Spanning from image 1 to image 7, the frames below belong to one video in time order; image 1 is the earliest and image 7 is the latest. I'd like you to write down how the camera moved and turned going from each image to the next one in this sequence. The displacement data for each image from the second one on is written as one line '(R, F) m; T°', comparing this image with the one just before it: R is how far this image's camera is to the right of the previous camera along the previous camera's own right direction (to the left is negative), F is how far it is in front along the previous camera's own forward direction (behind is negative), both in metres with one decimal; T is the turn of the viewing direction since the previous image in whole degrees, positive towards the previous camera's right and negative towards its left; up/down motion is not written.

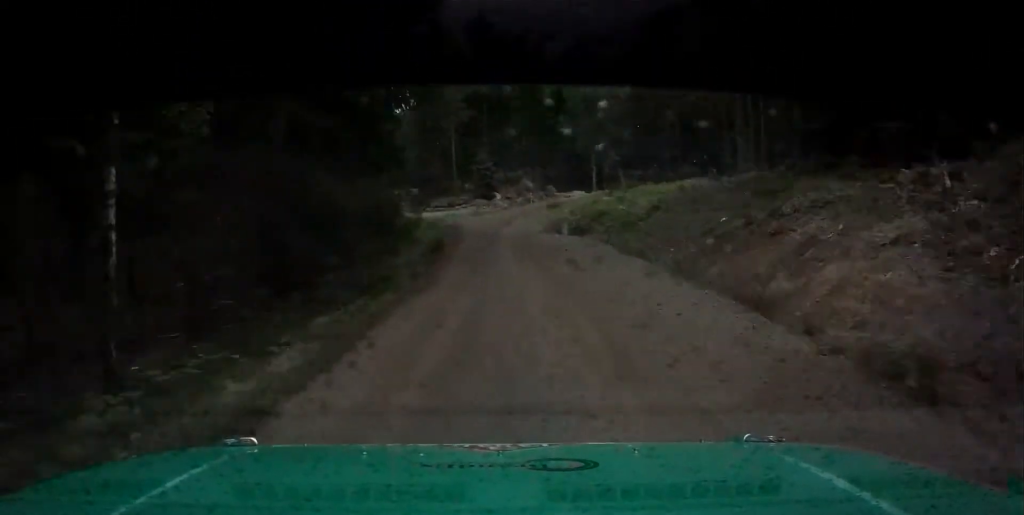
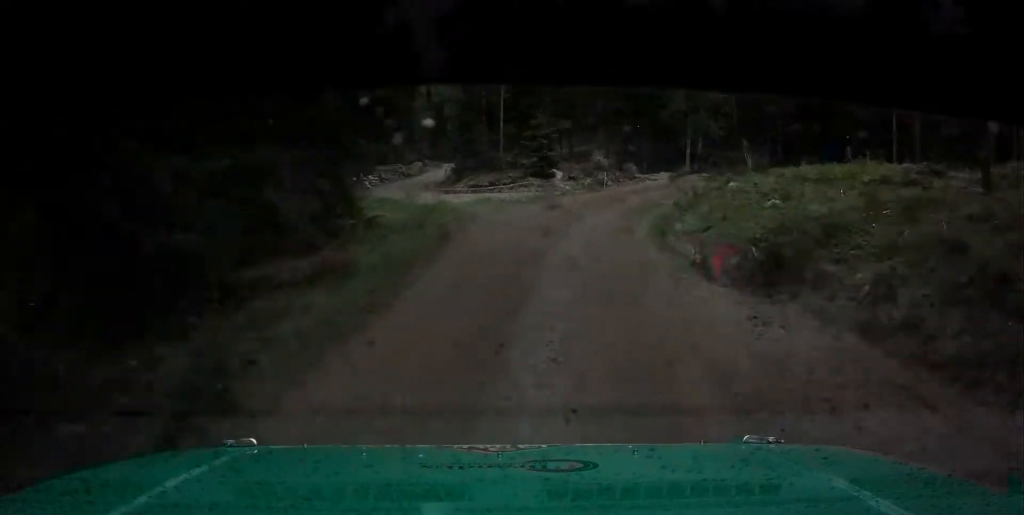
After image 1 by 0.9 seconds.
(-0.9, +20.4) m; -3°
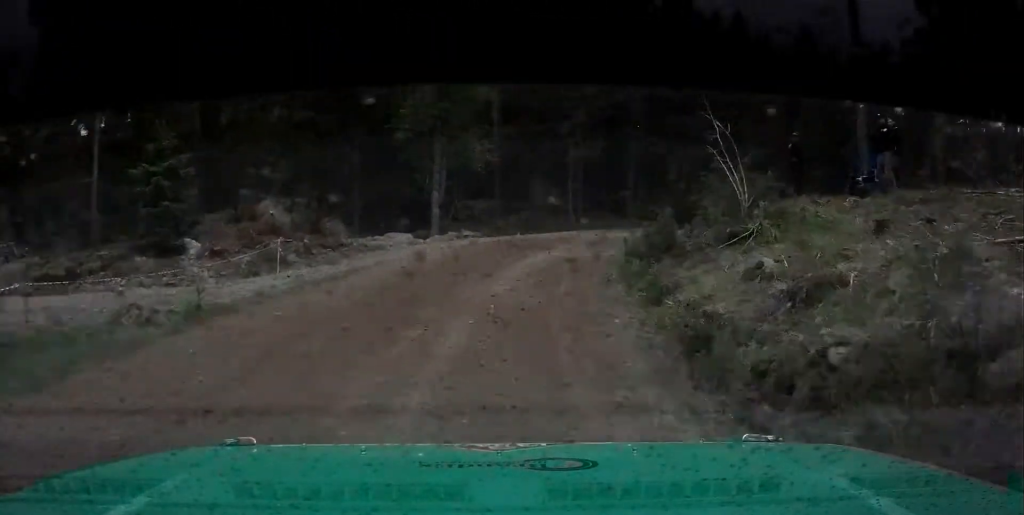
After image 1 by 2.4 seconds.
(+0.1, +31.1) m; +4°
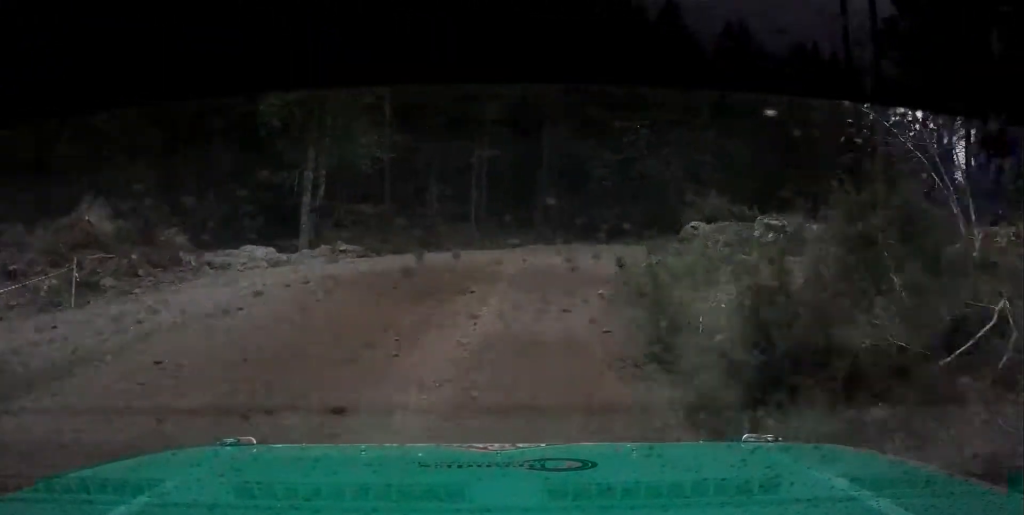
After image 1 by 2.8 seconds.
(+0.3, +8.5) m; +6°
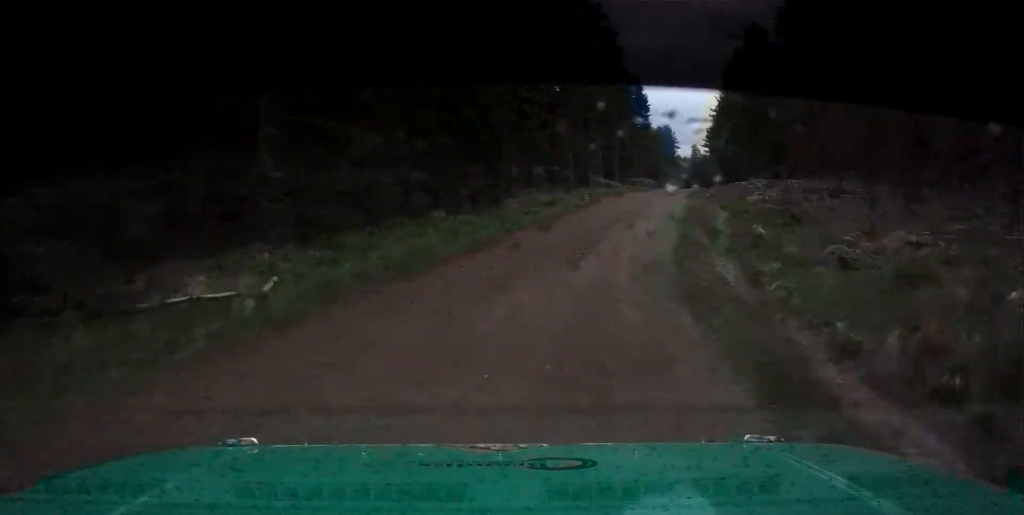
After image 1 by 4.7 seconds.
(+8.8, +31.3) m; +35°
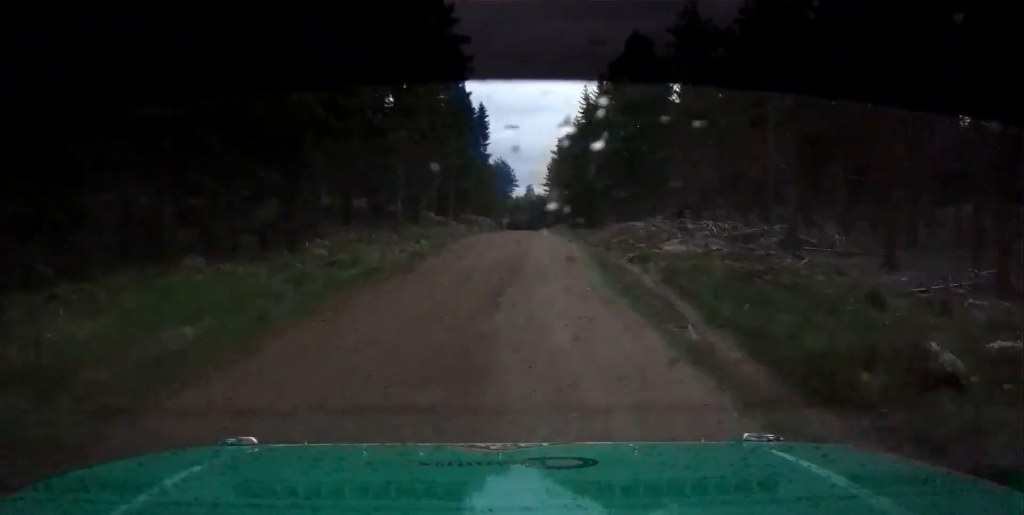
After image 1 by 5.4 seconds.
(+1.2, +11.5) m; +10°
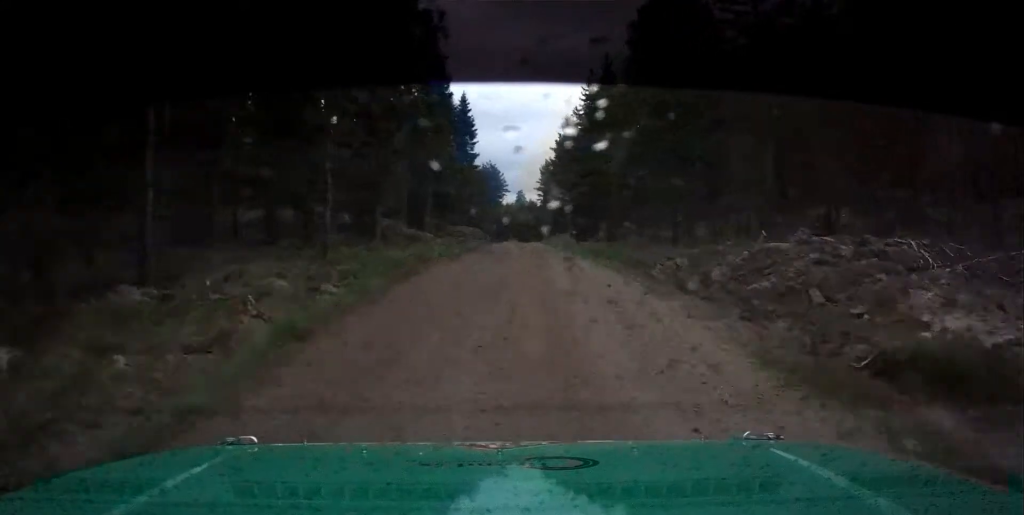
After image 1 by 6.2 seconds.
(+0.9, +16.1) m; +3°
